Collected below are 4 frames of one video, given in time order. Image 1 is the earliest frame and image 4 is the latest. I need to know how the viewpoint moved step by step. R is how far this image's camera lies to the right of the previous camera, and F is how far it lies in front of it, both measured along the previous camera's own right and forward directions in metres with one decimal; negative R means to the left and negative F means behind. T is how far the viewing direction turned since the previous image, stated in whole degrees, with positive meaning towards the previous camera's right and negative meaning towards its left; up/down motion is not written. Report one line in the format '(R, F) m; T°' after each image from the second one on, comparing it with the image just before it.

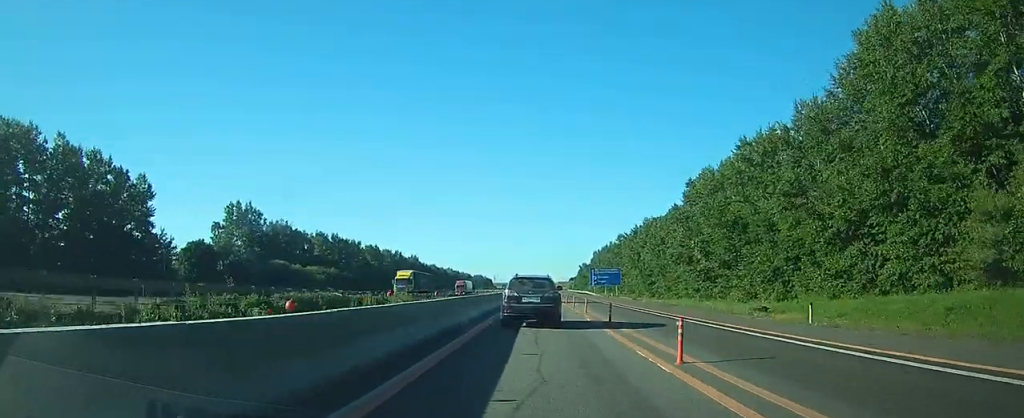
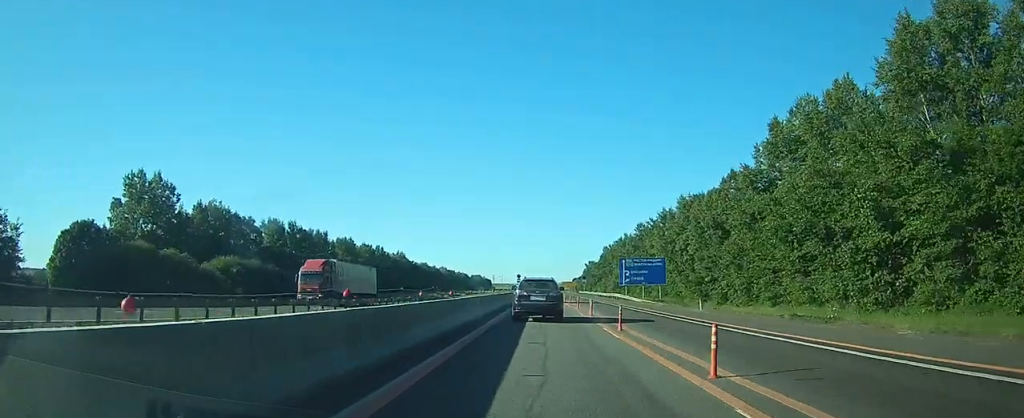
(0.0, +41.1) m; 0°
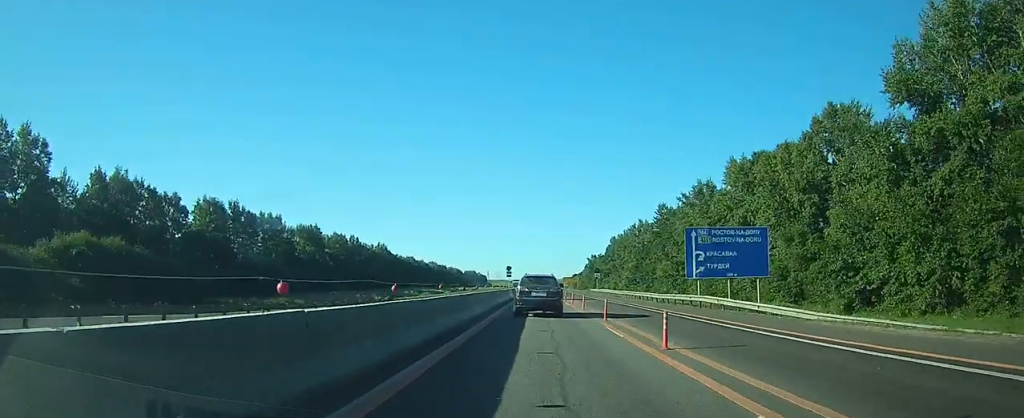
(0.0, +35.3) m; 0°
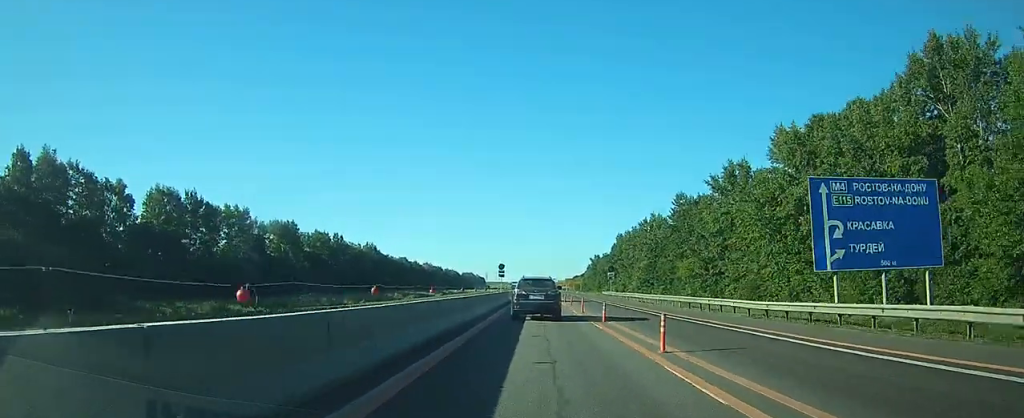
(-0.1, +19.7) m; 0°
